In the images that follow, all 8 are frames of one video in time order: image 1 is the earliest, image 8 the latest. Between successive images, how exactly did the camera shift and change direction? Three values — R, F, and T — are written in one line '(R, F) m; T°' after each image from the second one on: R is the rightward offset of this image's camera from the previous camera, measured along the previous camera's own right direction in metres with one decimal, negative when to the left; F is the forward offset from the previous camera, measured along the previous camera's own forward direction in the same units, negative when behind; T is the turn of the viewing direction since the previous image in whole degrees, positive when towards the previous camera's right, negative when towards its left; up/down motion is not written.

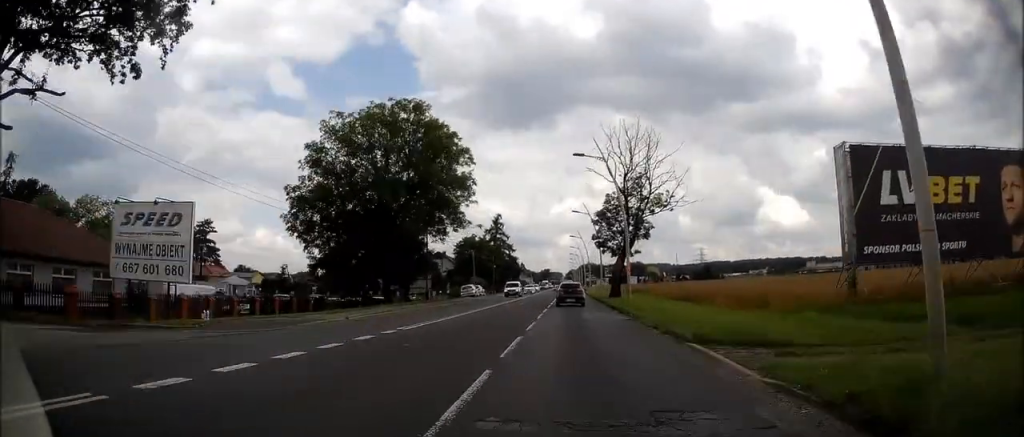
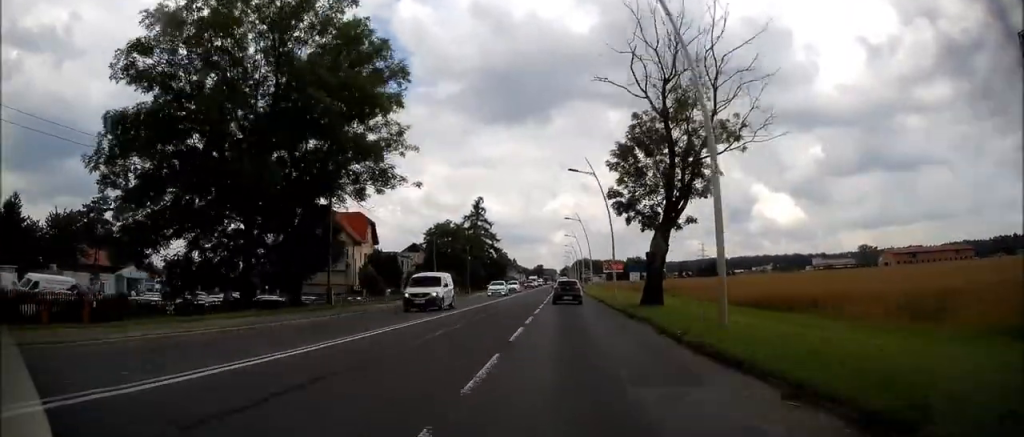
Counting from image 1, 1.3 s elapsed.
(+0.1, +16.4) m; +1°
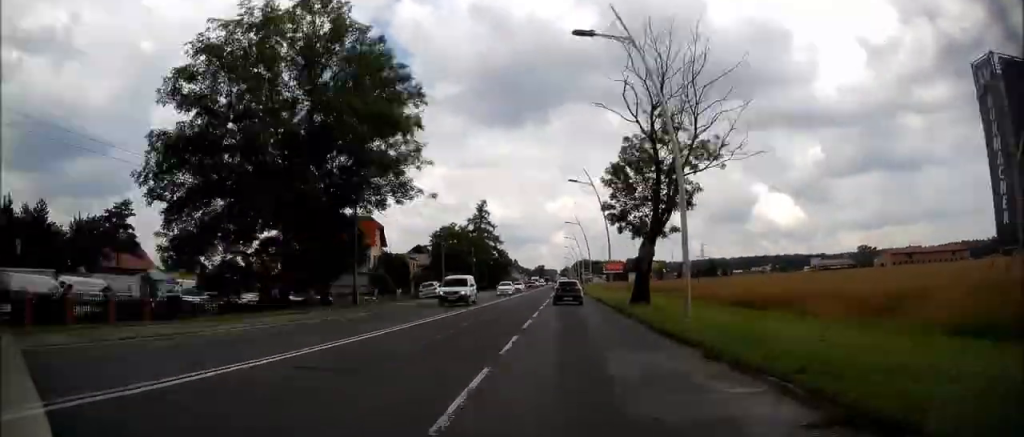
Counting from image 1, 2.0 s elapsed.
(0.0, +9.5) m; 0°
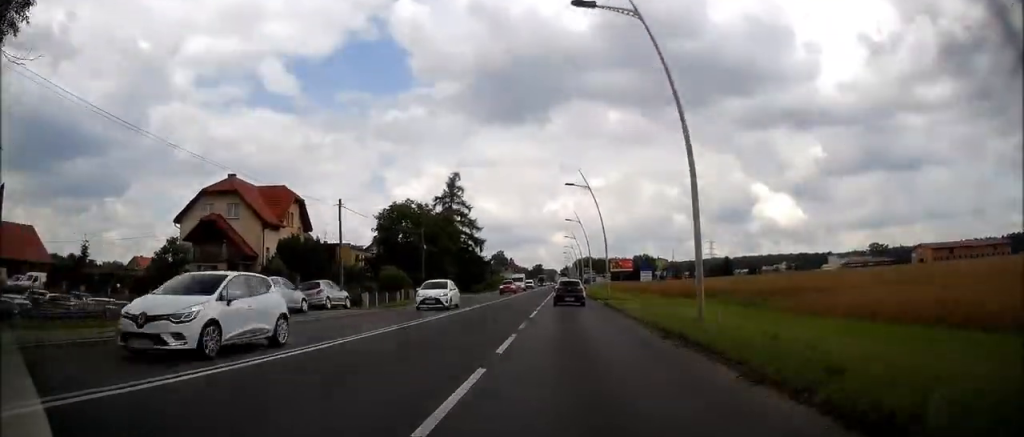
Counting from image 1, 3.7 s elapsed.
(+0.2, +24.6) m; 0°
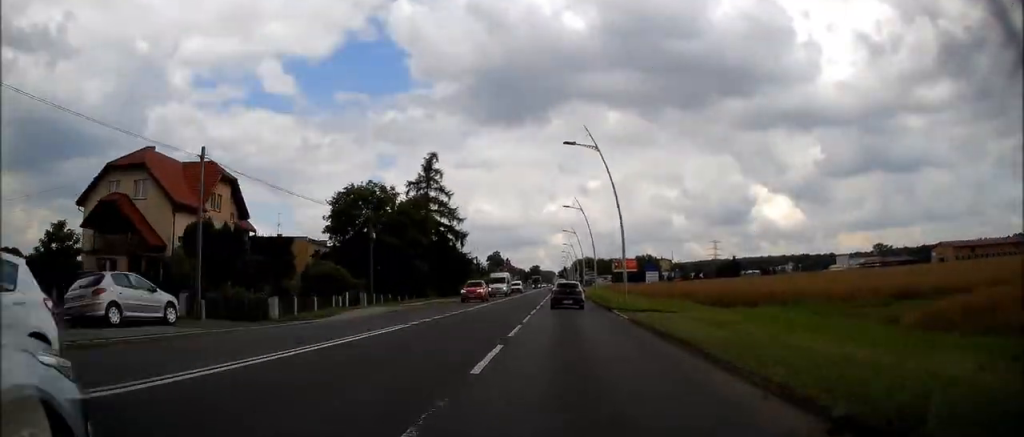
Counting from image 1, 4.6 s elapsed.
(-0.3, +13.4) m; 0°
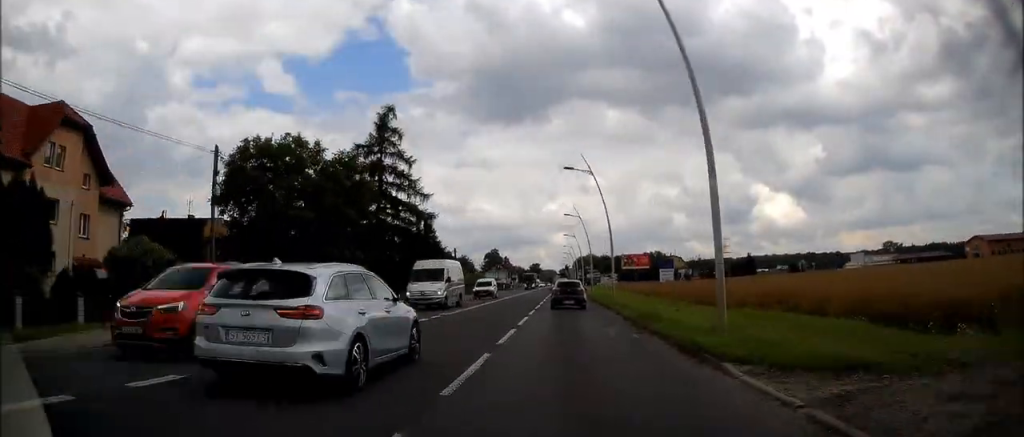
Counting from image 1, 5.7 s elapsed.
(+0.3, +18.8) m; 0°
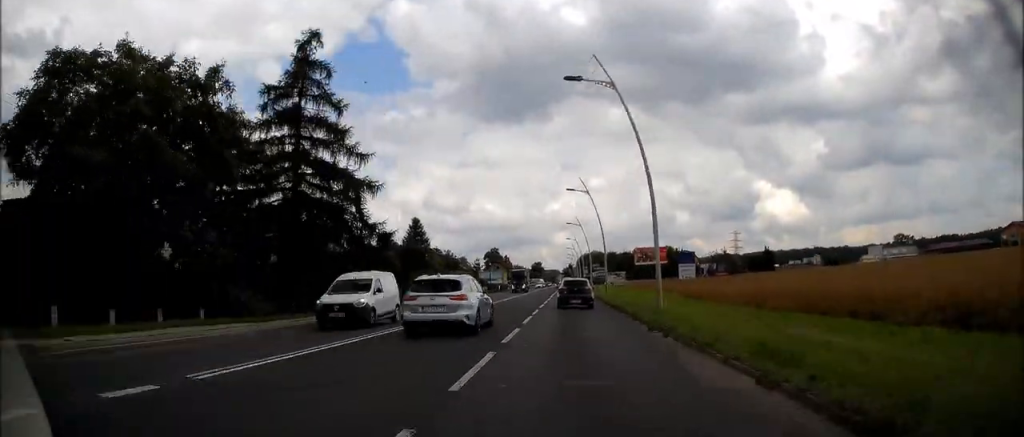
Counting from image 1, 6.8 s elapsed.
(-0.3, +17.7) m; -1°
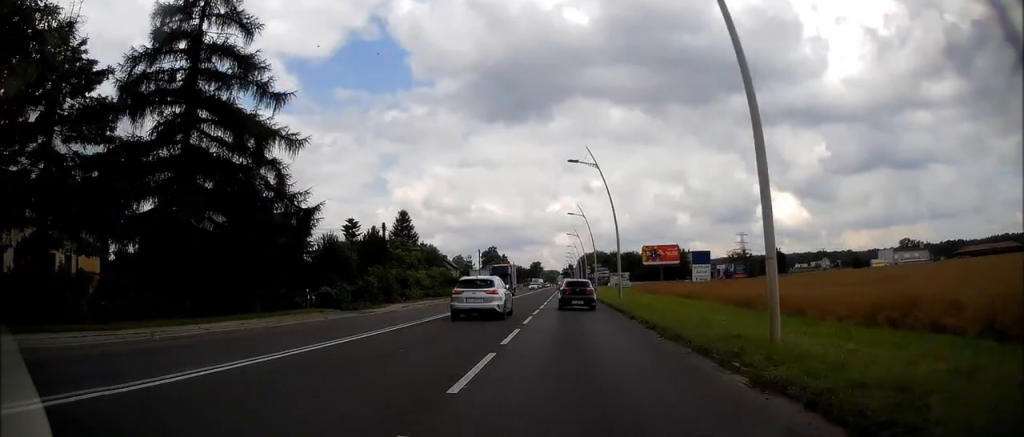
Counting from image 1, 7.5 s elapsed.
(+0.1, +11.9) m; 0°
